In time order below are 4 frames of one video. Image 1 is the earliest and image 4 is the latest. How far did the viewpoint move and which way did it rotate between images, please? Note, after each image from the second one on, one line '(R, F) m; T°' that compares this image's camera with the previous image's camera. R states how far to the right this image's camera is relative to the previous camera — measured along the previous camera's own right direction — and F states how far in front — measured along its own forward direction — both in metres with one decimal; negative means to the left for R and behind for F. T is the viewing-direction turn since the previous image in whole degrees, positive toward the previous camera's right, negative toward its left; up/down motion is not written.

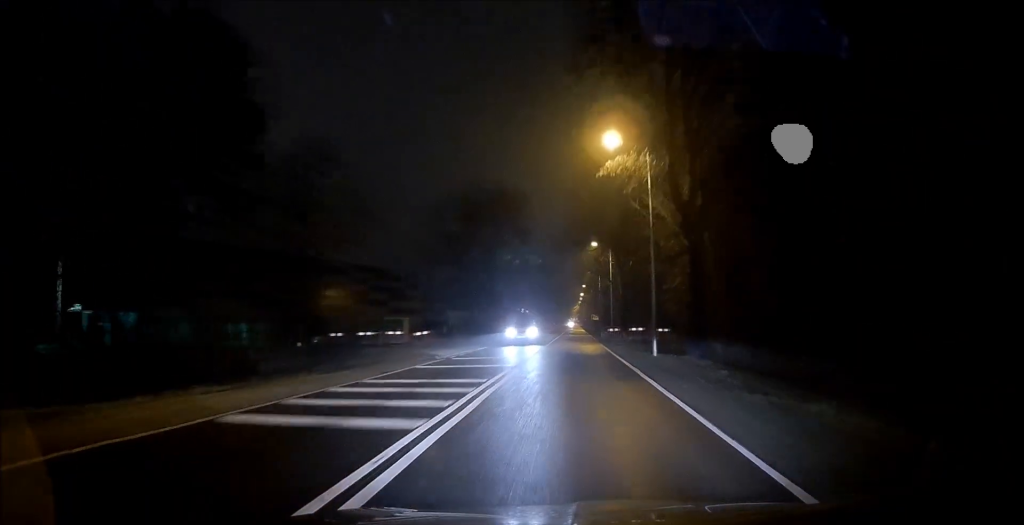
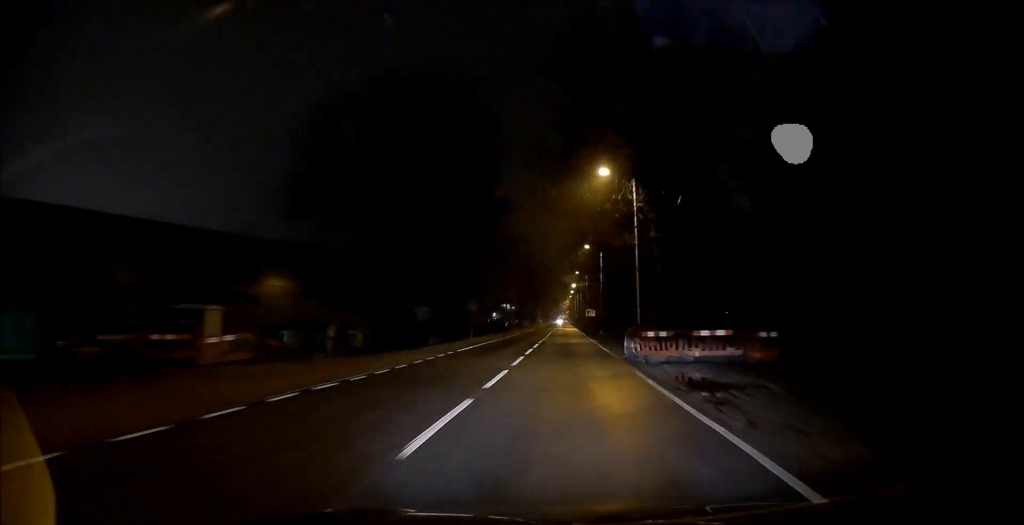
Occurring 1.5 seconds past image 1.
(+0.2, +24.8) m; +2°
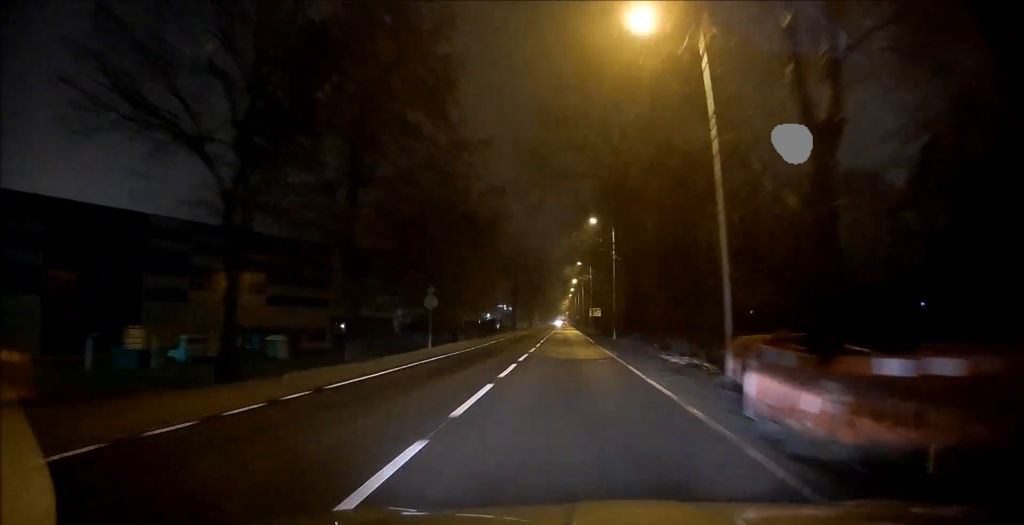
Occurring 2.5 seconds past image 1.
(+0.3, +15.2) m; +1°
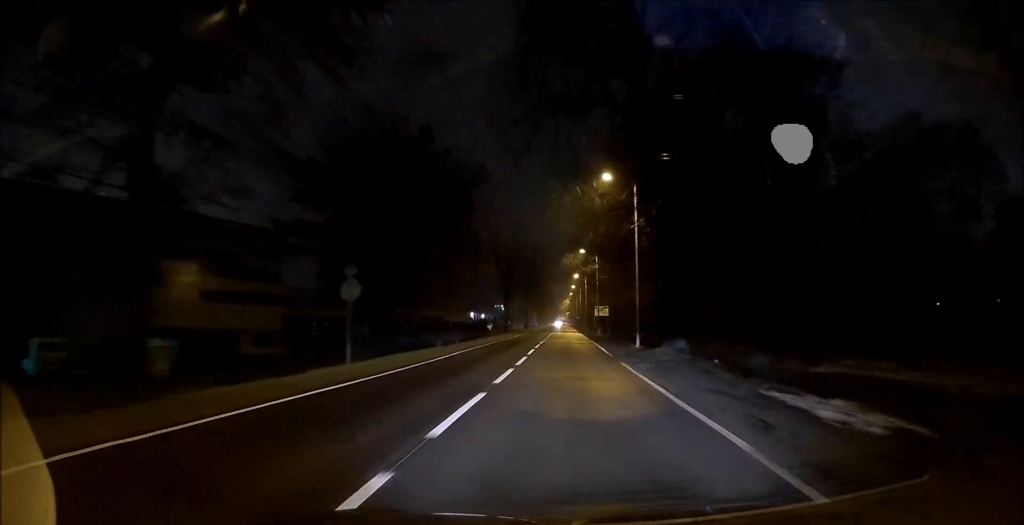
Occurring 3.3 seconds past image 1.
(+0.1, +13.0) m; 0°
